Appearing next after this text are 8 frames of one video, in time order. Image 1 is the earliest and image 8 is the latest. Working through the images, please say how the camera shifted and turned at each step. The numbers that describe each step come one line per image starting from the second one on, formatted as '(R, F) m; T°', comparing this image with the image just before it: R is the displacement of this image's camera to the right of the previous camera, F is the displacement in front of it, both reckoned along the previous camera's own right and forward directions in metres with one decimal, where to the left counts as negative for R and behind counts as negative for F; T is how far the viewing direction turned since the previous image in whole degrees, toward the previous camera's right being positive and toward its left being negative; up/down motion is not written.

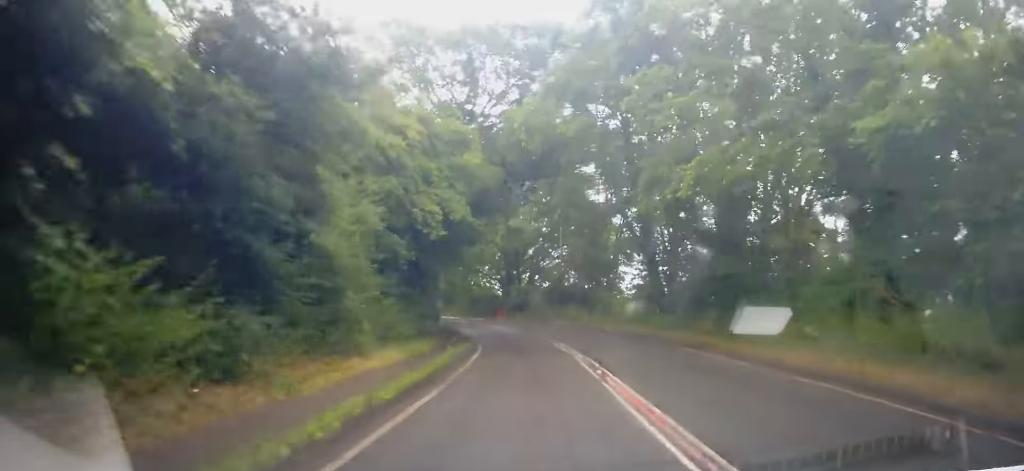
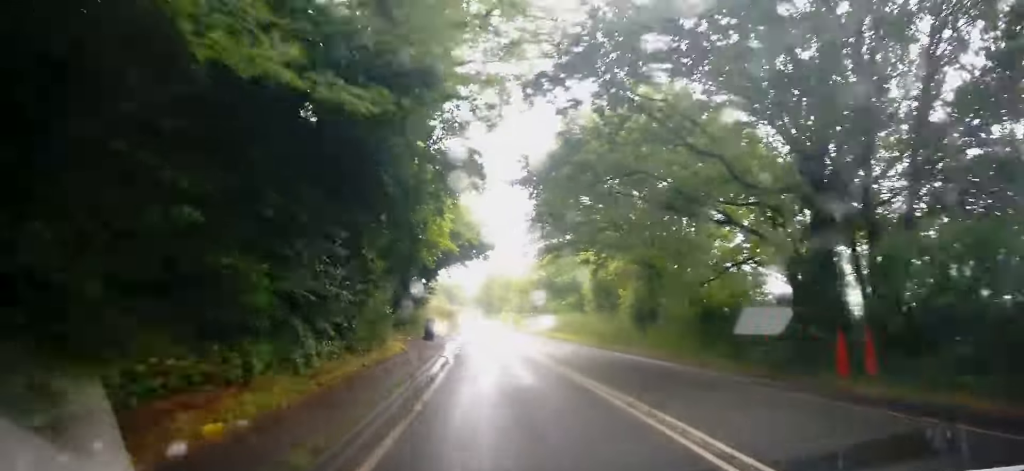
(-2.6, +38.5) m; -15°
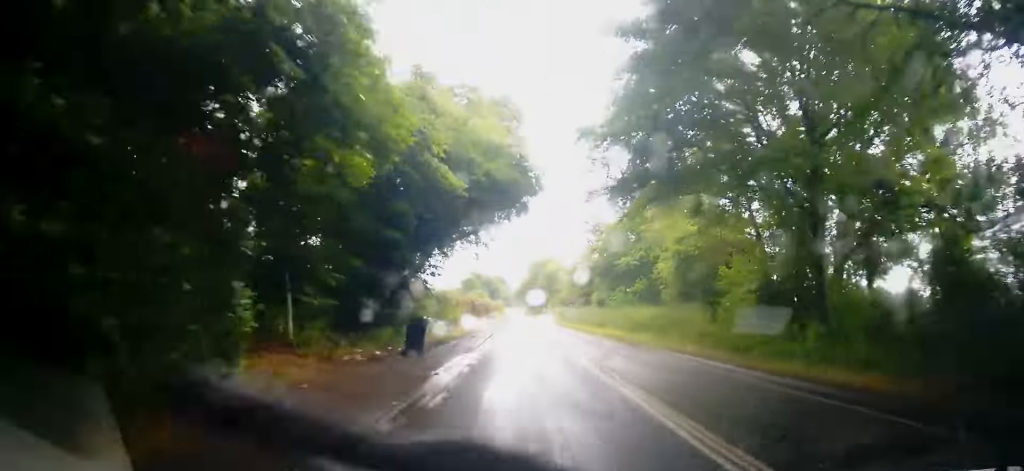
(-1.0, +13.2) m; -4°
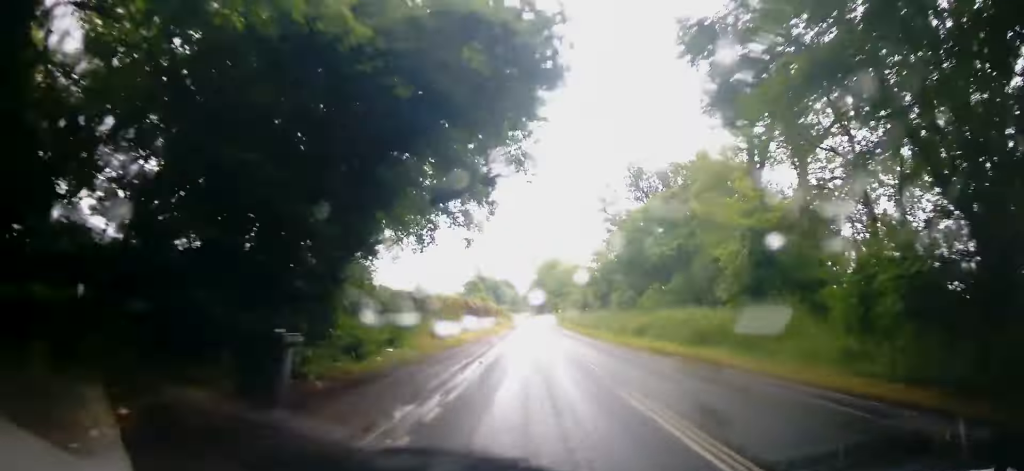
(-0.1, +9.2) m; -3°
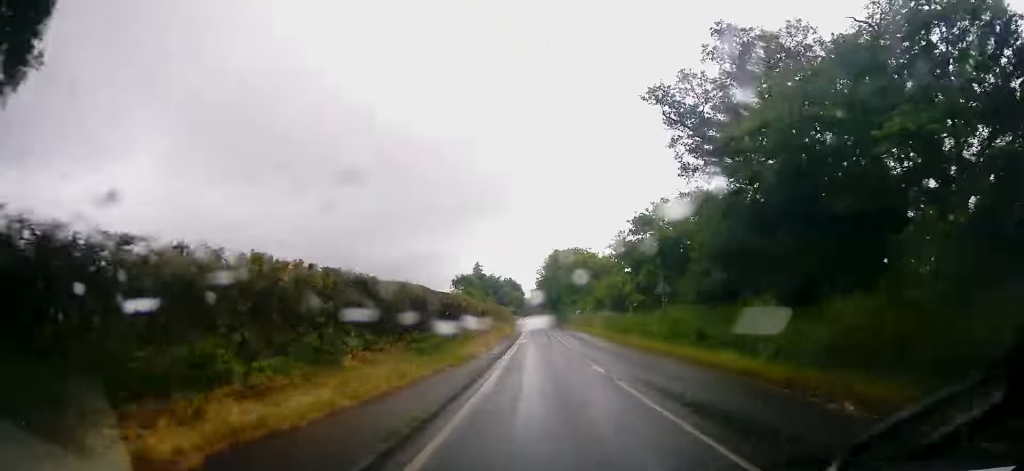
(-1.4, +24.7) m; -4°
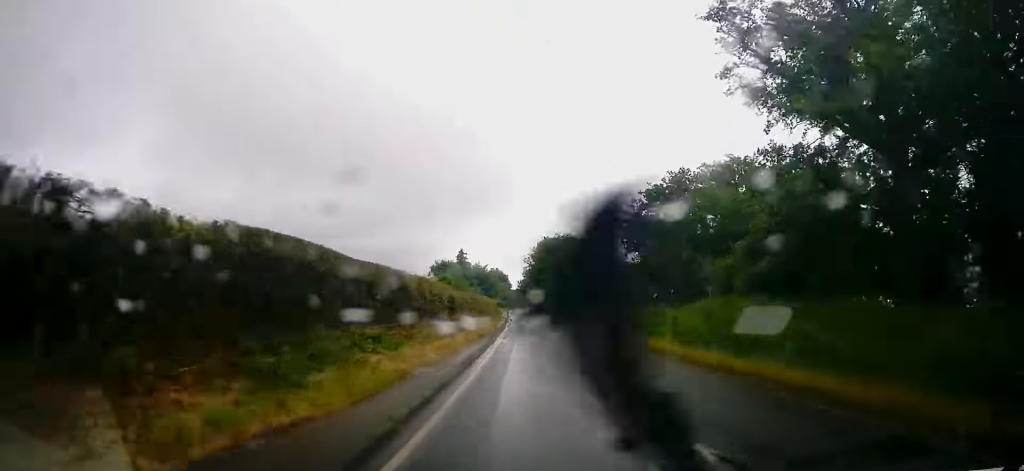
(+0.3, +9.0) m; 0°
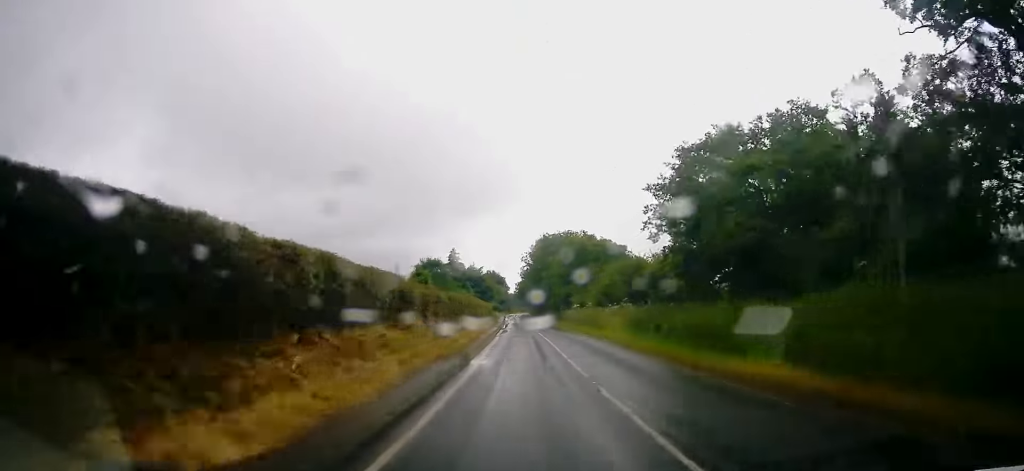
(0.0, +10.2) m; 0°
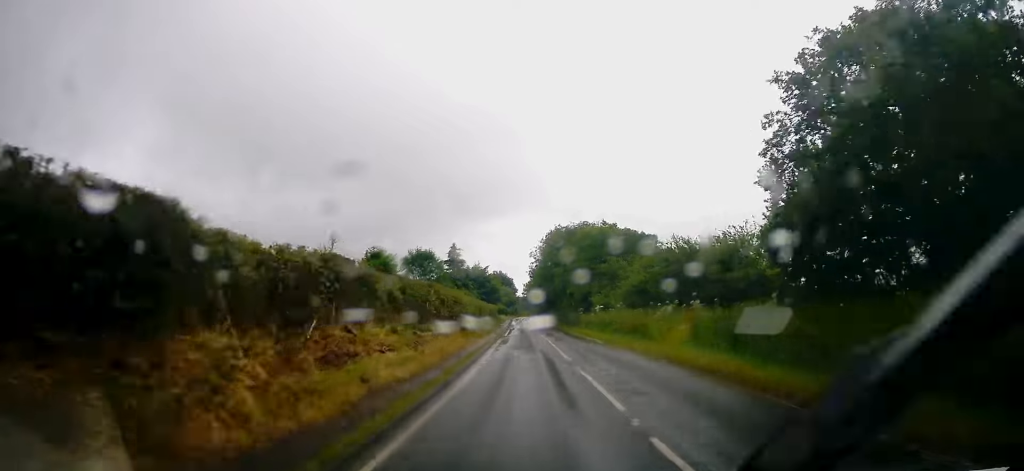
(-0.4, +12.6) m; 0°
